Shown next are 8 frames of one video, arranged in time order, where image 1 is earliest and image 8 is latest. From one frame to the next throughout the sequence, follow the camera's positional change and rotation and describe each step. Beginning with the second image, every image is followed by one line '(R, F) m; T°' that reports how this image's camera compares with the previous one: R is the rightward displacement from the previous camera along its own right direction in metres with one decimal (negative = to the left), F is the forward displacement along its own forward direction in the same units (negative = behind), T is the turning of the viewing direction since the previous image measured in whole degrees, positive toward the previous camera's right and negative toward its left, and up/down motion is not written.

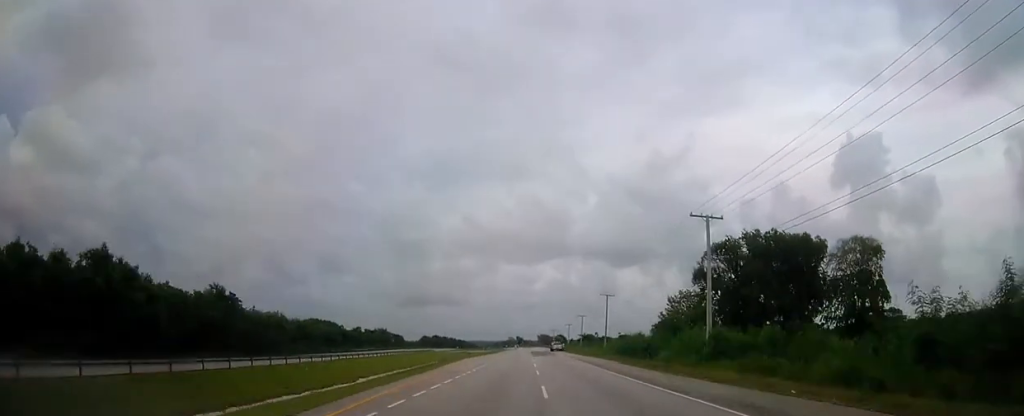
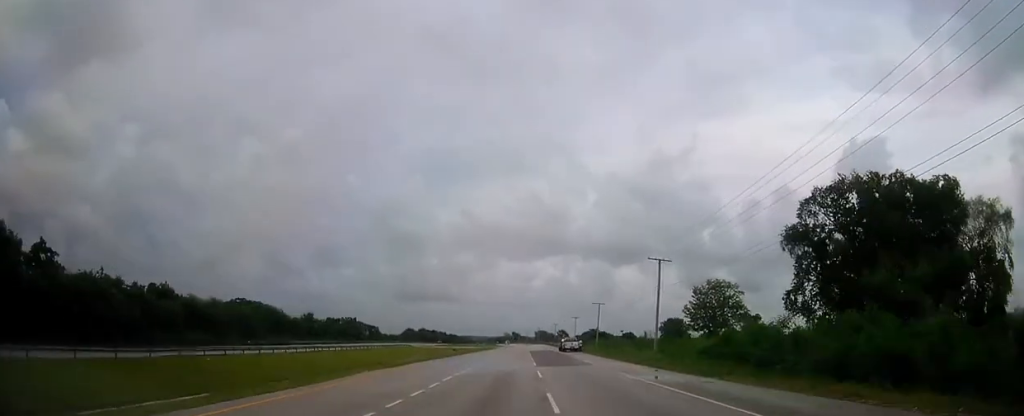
(+0.1, +39.9) m; 0°
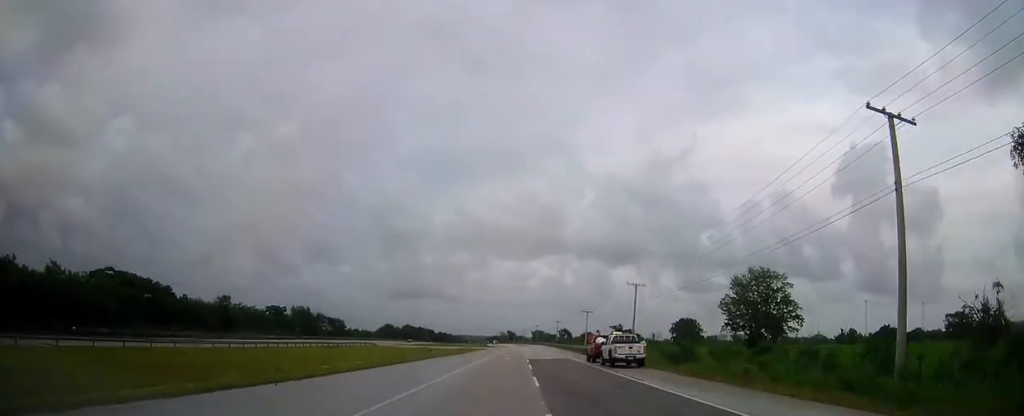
(+0.1, +39.3) m; 0°
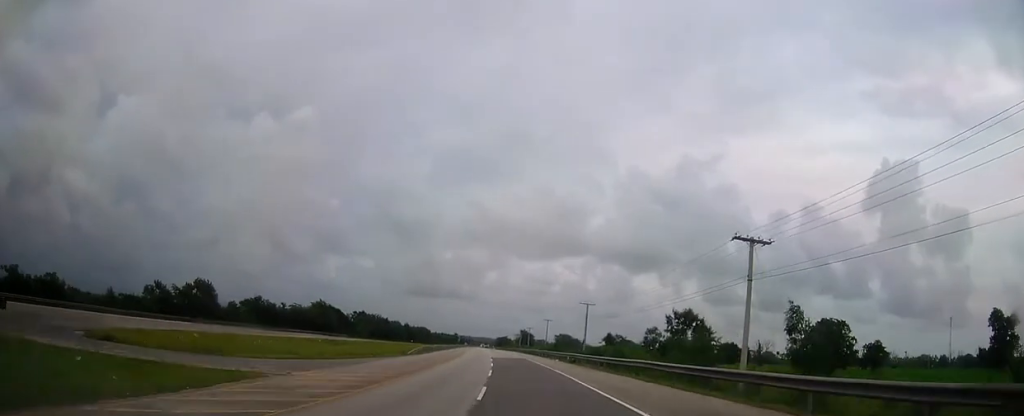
(-1.0, +172.9) m; -3°
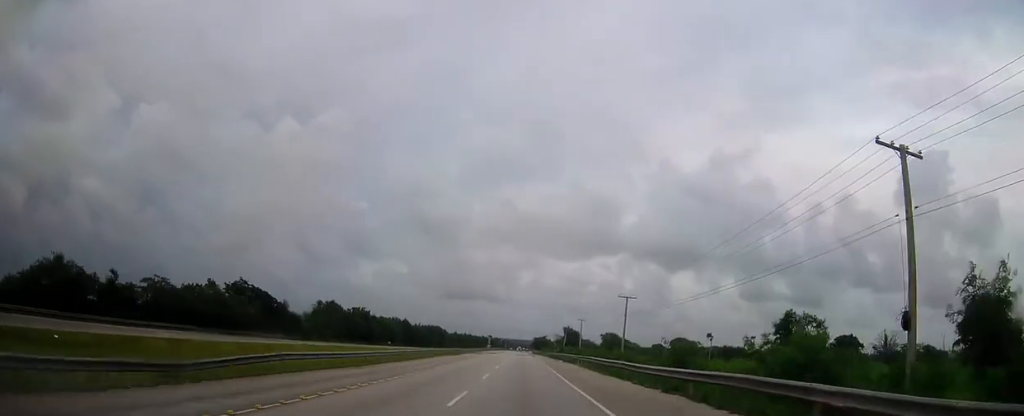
(-1.9, +74.1) m; -3°
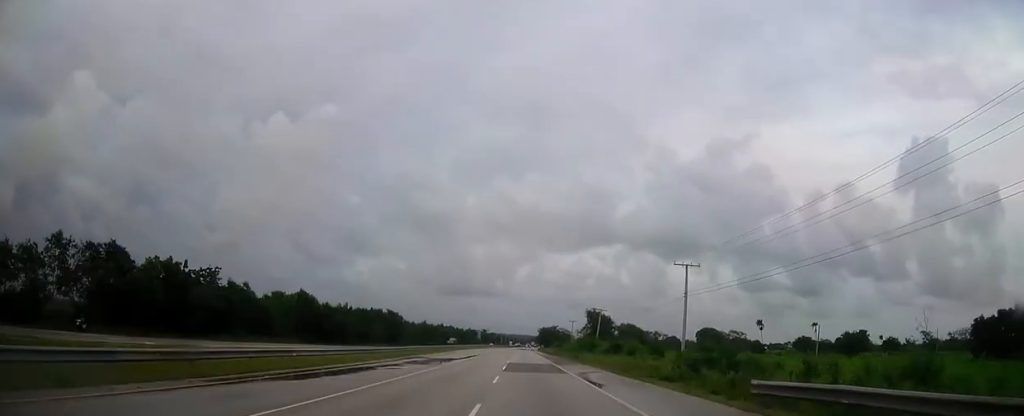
(-1.4, +87.9) m; -1°
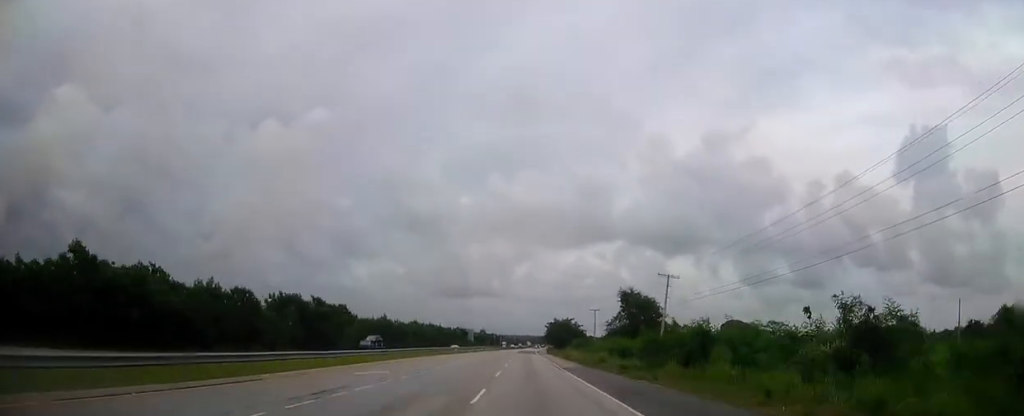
(+0.2, +55.8) m; 0°
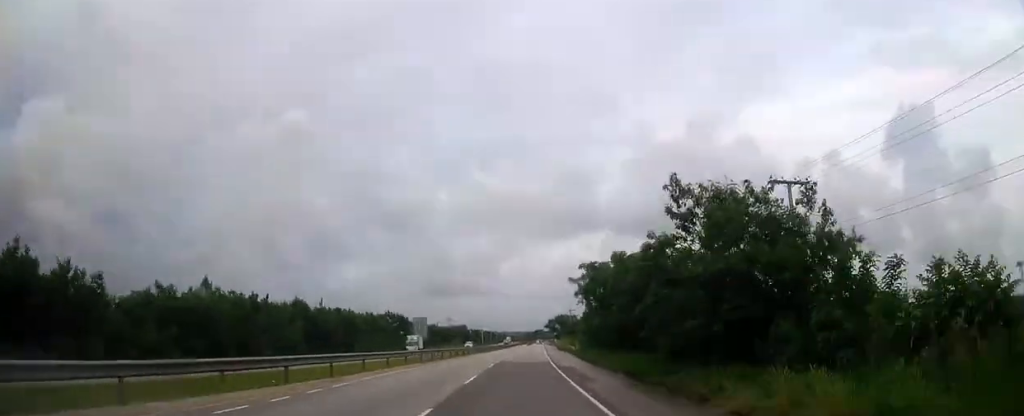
(+0.6, +98.8) m; +1°
